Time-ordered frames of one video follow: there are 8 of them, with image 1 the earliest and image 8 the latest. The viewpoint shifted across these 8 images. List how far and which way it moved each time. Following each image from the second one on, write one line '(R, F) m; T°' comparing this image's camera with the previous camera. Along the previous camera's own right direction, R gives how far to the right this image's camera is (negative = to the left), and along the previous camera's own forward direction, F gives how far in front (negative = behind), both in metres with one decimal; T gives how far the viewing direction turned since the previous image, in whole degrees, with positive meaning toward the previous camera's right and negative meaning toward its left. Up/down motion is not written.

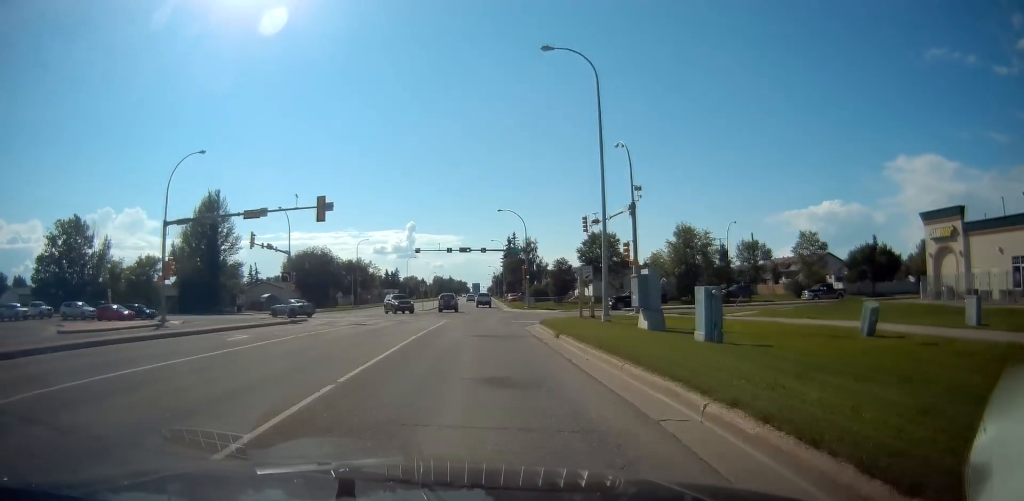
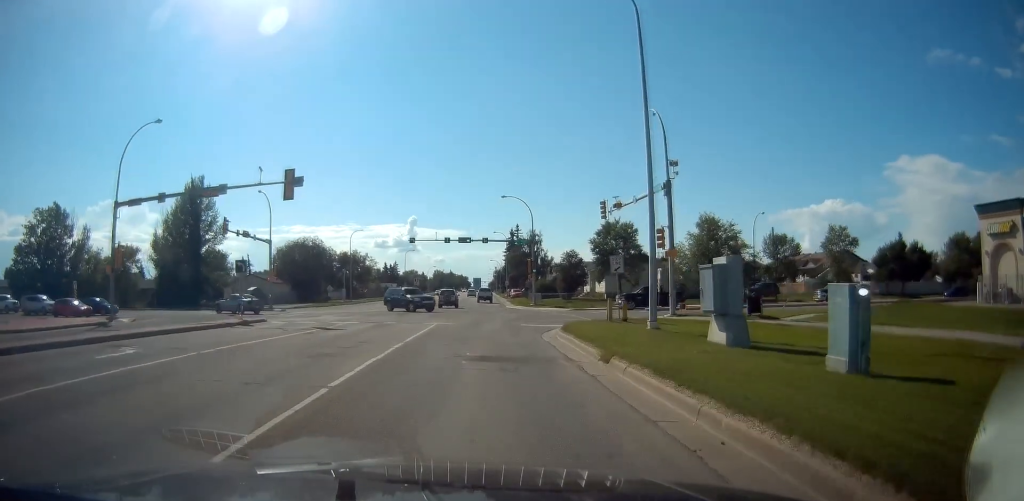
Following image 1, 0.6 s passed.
(0.0, +6.5) m; +1°
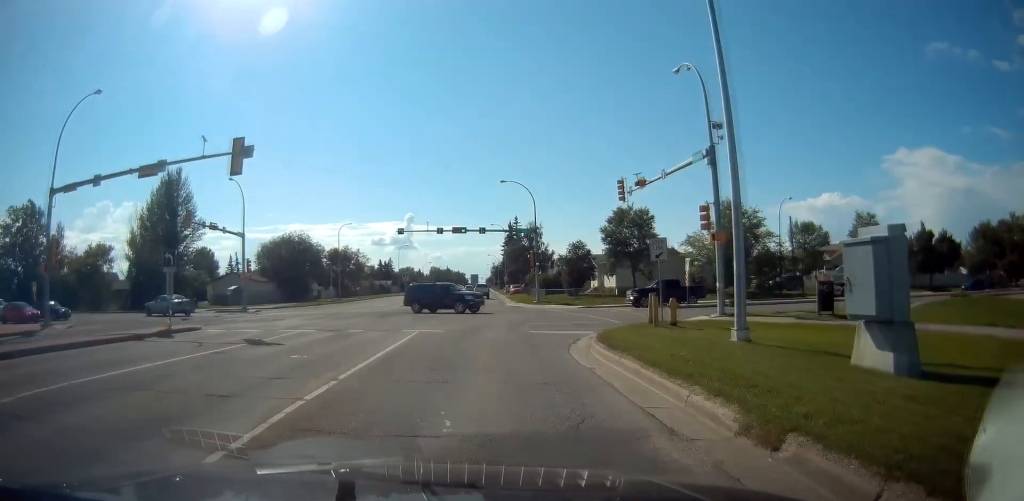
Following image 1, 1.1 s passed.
(+0.1, +6.2) m; +3°
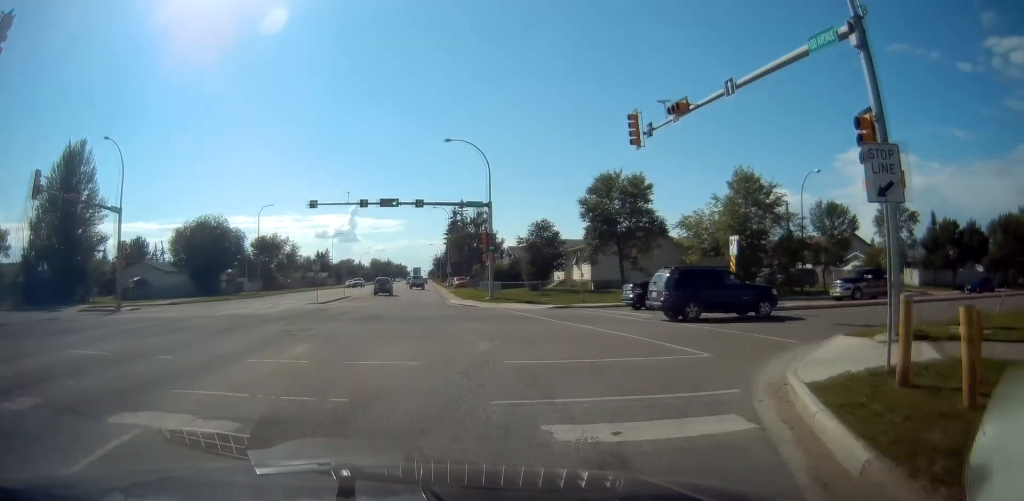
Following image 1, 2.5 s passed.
(+0.7, +12.3) m; +9°
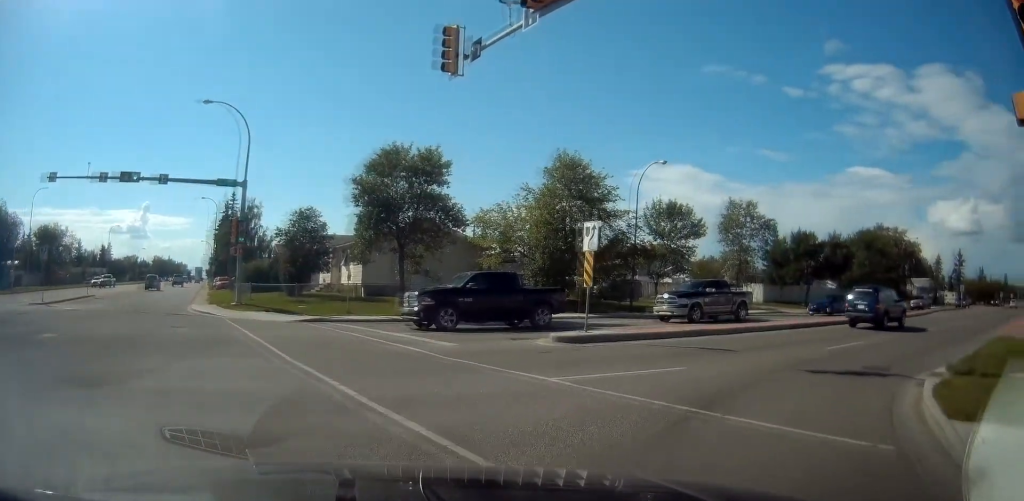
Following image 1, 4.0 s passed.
(+1.8, +8.3) m; +38°
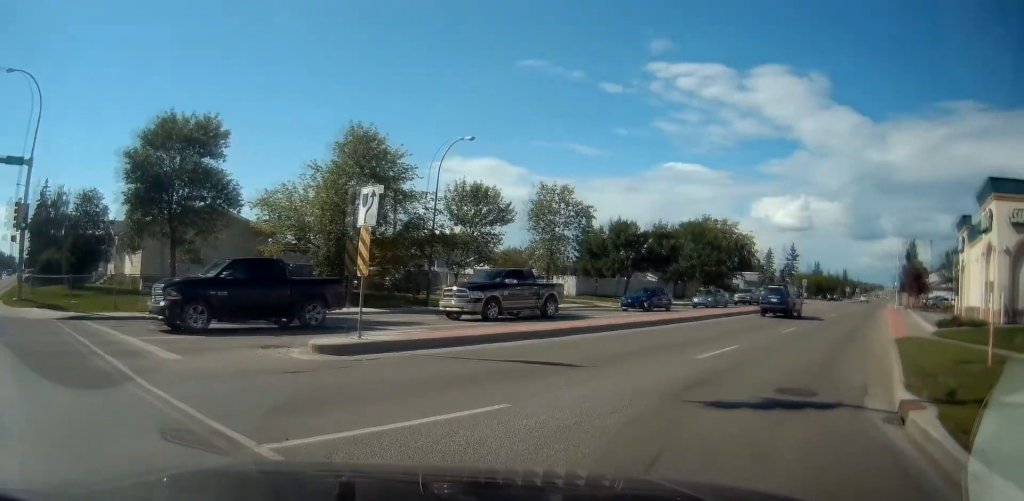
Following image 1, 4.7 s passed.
(+1.0, +3.8) m; +22°
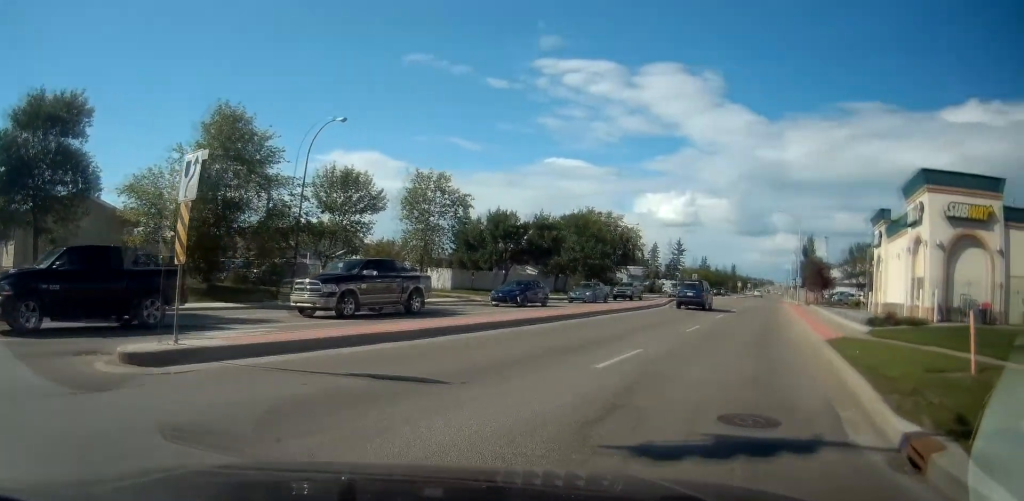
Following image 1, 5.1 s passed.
(+0.4, +2.4) m; +10°
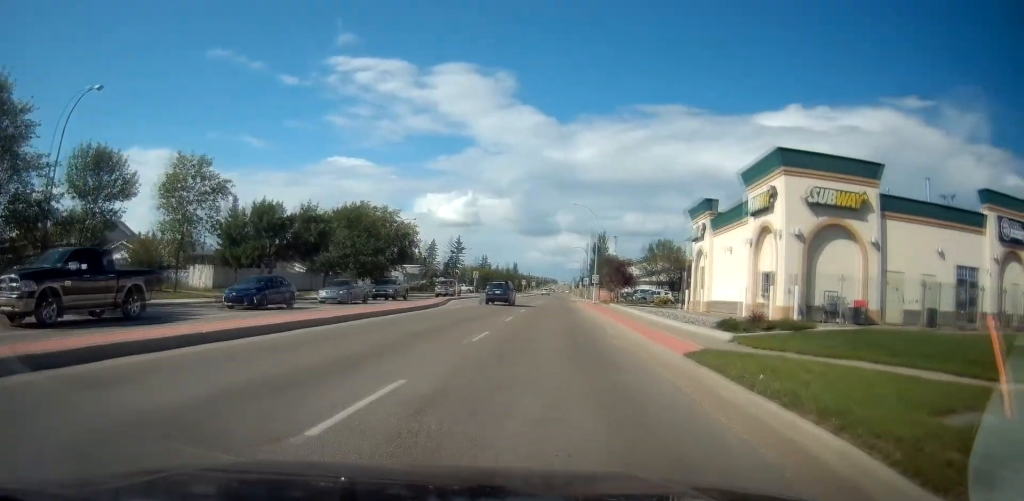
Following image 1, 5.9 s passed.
(+0.6, +5.1) m; +7°
